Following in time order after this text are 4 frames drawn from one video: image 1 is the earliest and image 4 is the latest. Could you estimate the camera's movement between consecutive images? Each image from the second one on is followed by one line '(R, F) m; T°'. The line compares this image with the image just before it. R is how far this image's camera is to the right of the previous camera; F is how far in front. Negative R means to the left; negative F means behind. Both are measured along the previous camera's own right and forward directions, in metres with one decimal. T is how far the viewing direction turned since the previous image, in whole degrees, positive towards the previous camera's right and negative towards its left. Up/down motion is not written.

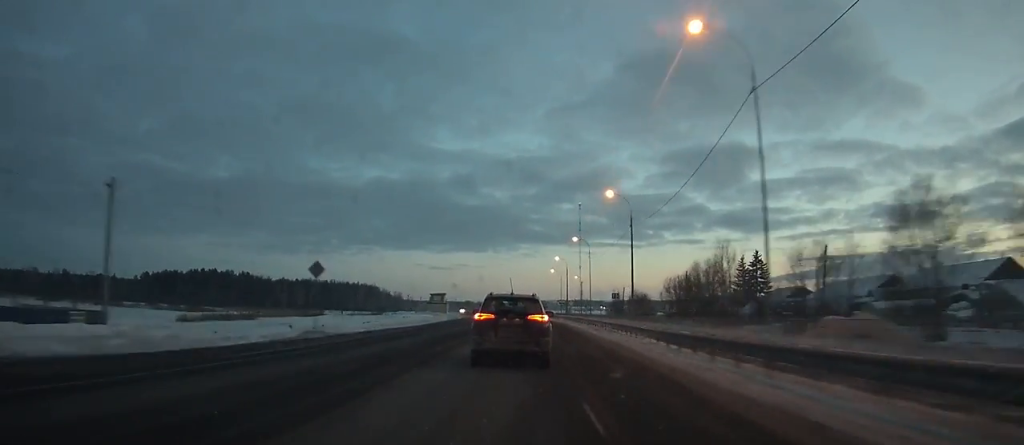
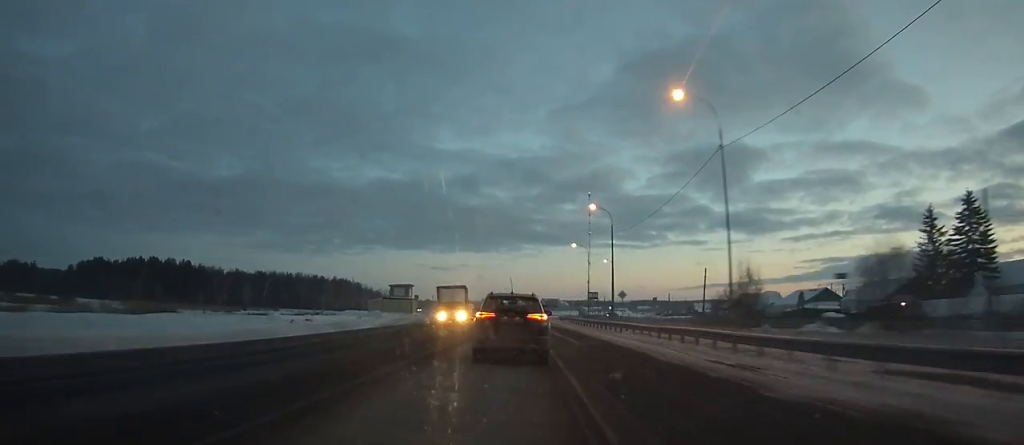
(-0.5, +60.6) m; -1°
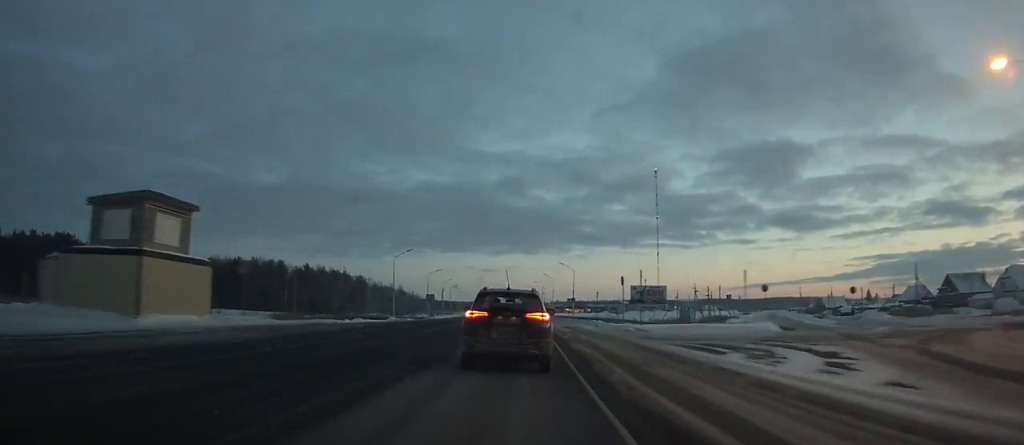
(-3.2, +100.4) m; -4°
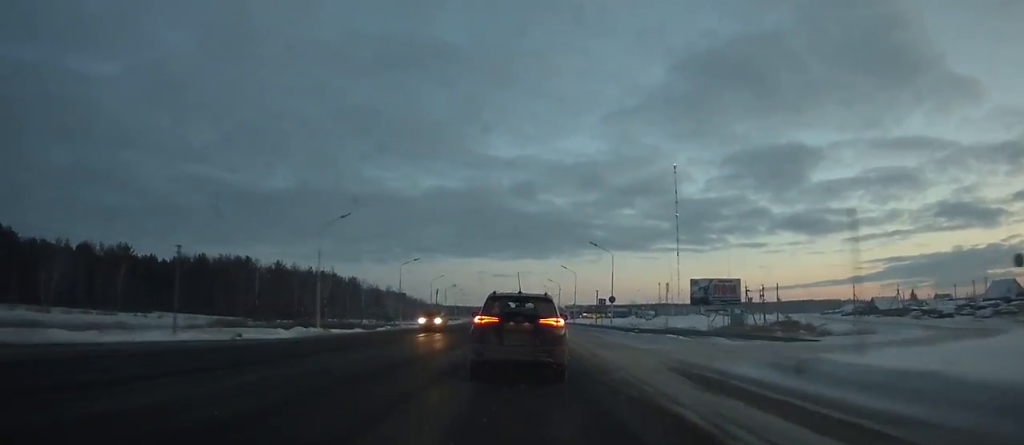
(-0.1, +30.6) m; -1°
